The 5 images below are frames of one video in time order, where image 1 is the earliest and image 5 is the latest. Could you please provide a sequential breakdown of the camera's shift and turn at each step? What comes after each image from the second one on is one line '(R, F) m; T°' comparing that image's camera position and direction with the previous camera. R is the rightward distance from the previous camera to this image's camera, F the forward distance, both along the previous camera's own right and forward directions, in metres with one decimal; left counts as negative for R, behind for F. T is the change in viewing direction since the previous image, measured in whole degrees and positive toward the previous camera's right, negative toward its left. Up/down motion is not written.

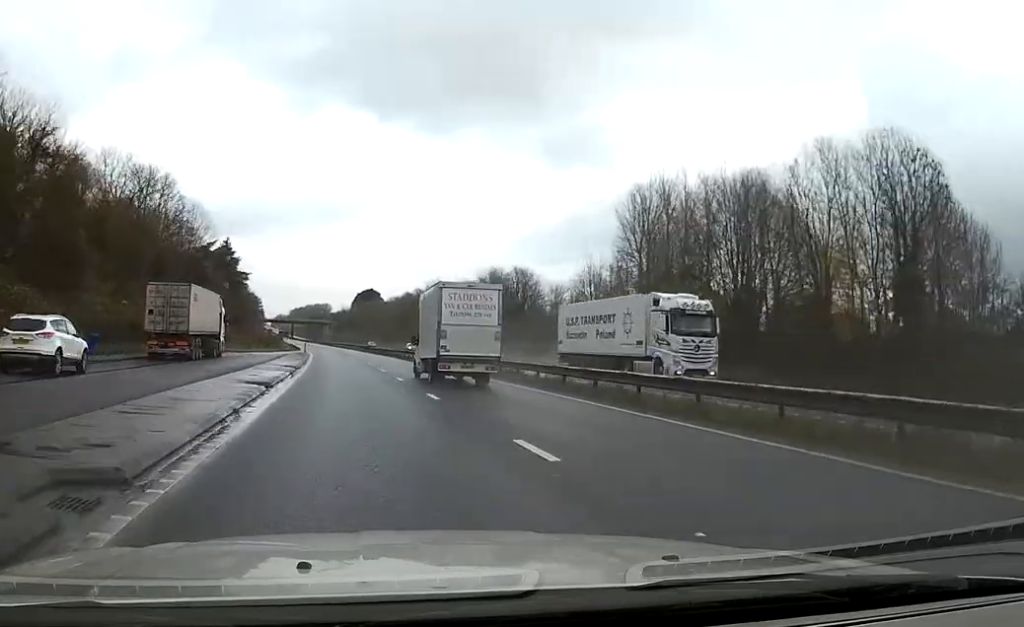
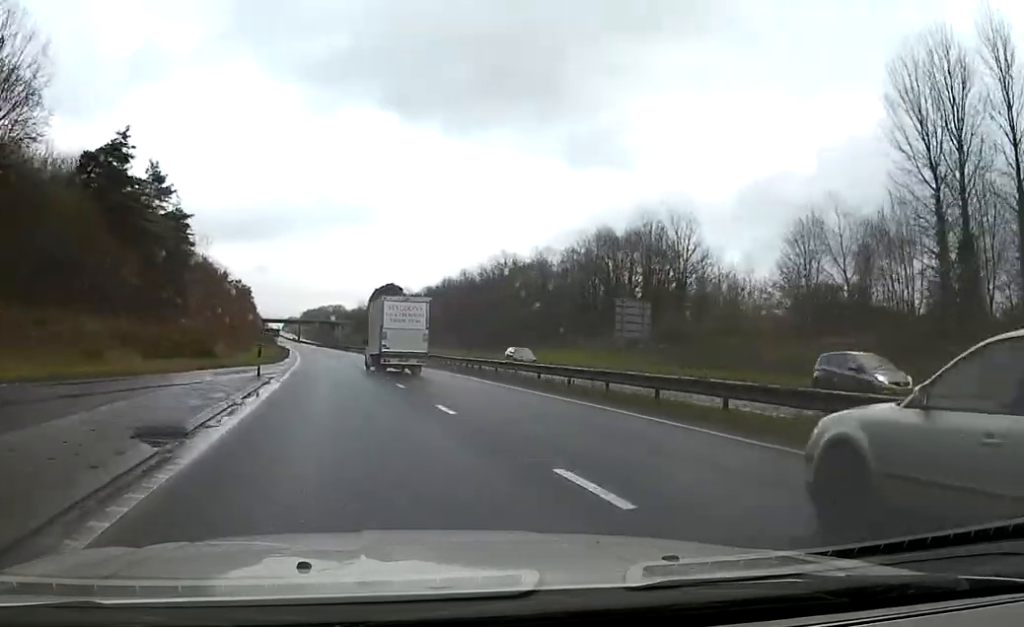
(-0.6, +55.9) m; -1°
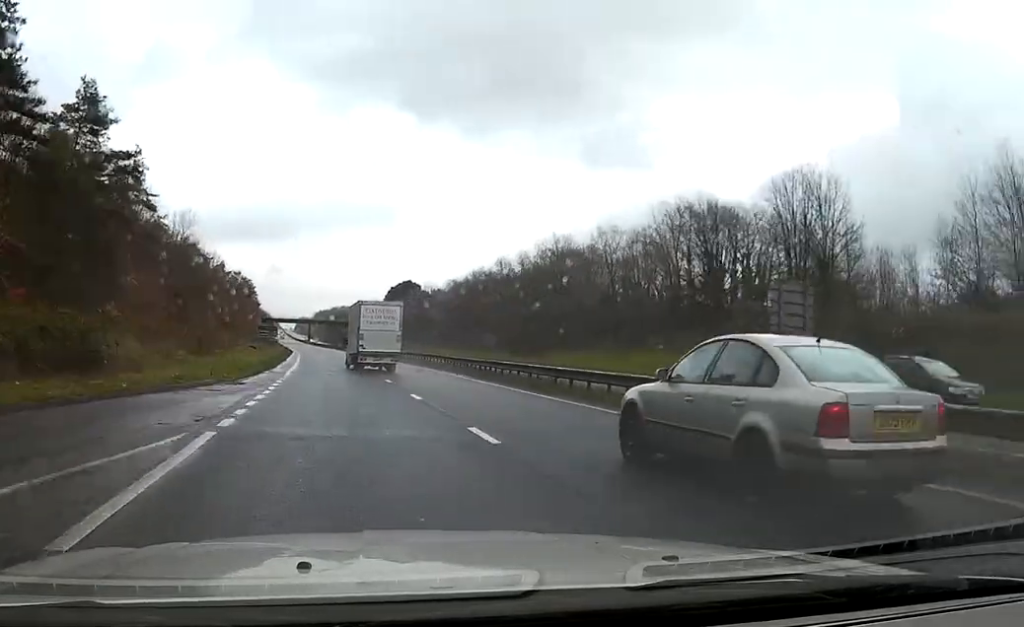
(-0.1, +21.0) m; -1°
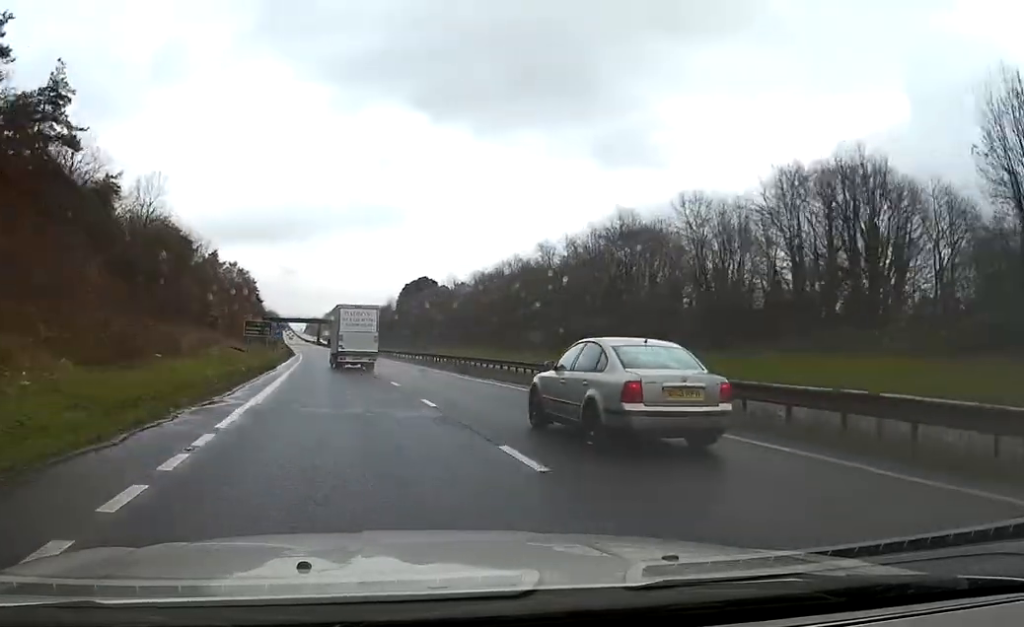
(-0.1, +18.3) m; -1°
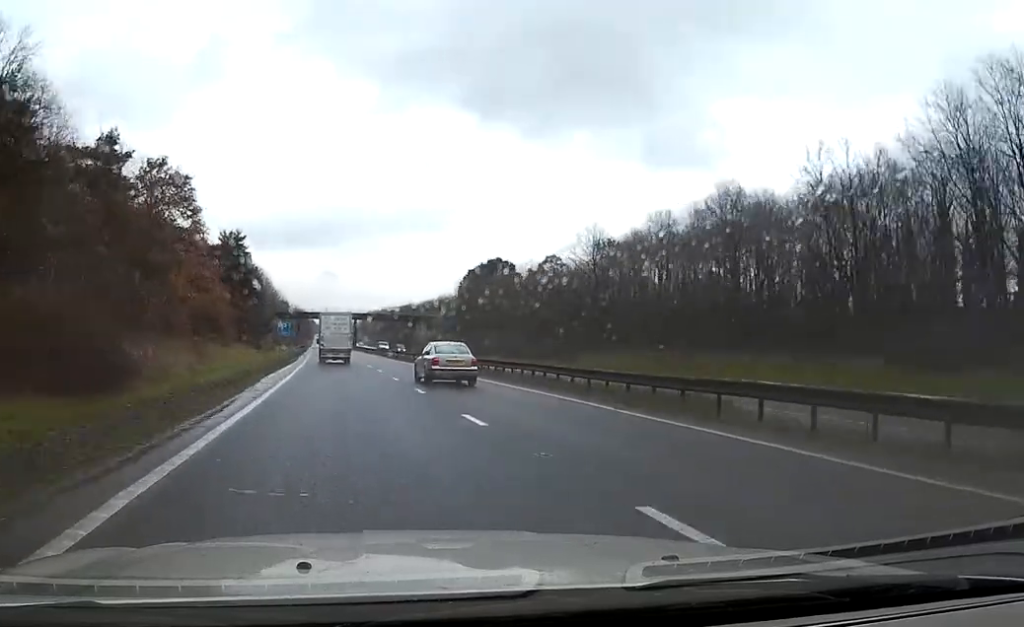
(-1.5, +71.2) m; -2°
